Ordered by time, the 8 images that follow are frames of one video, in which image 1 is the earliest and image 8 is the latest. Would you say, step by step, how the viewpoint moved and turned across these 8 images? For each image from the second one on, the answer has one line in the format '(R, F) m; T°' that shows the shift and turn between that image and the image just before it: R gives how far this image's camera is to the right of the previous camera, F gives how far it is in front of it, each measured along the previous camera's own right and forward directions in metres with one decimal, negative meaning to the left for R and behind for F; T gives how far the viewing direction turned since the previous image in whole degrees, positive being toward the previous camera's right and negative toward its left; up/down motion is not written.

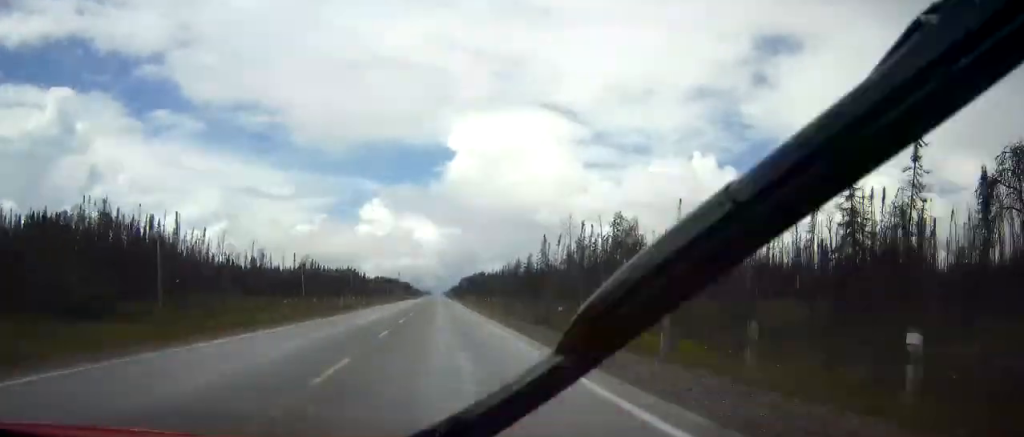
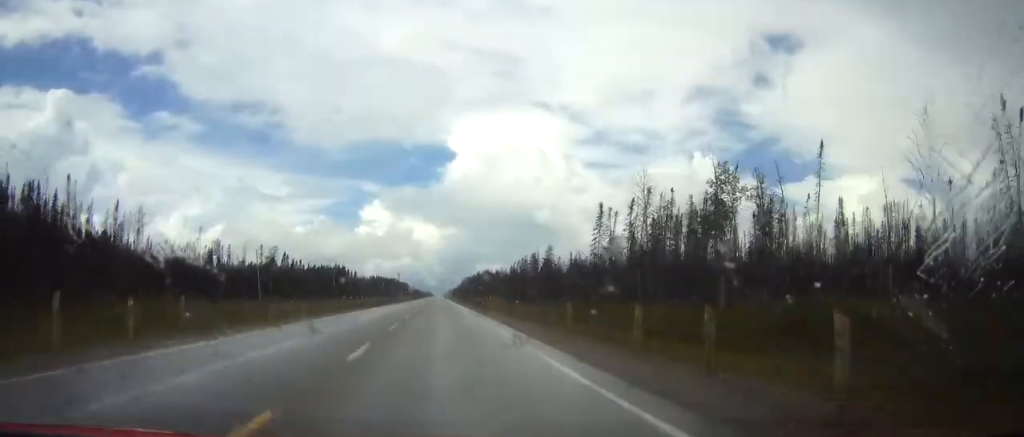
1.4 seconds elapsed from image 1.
(+0.2, +42.6) m; 0°
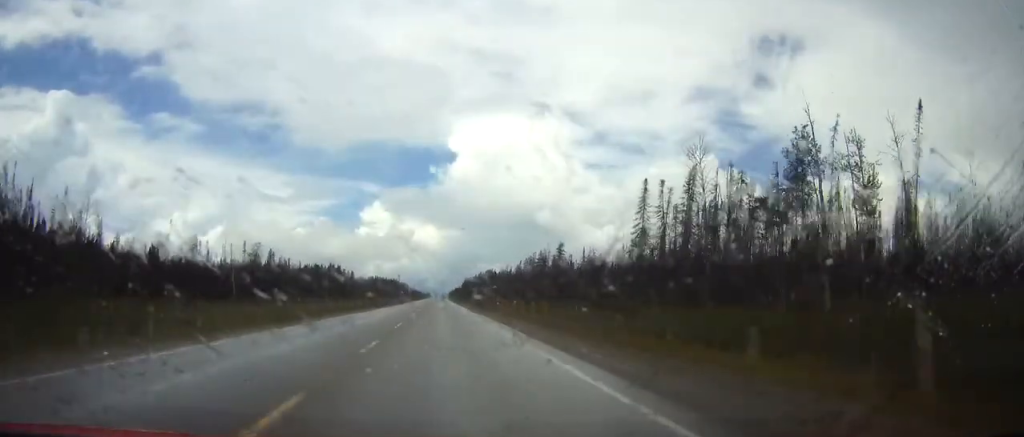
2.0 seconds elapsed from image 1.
(0.0, +16.9) m; 0°
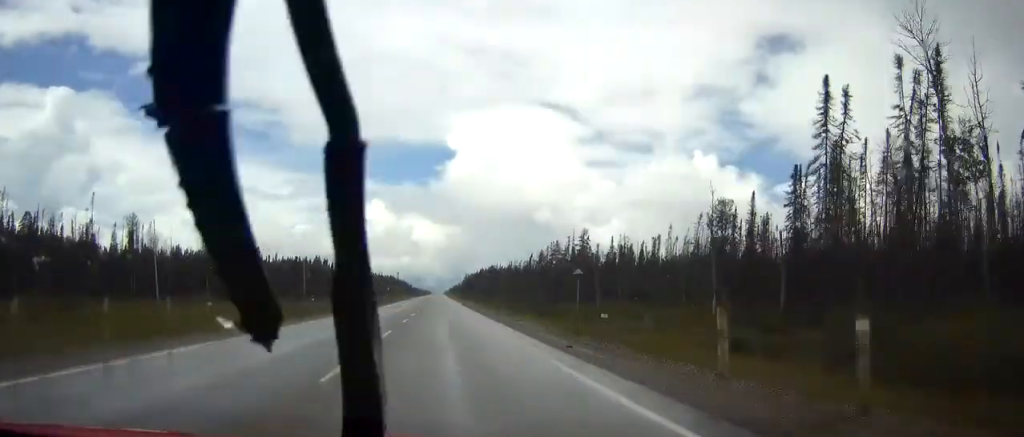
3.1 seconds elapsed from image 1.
(-0.1, +31.7) m; 0°
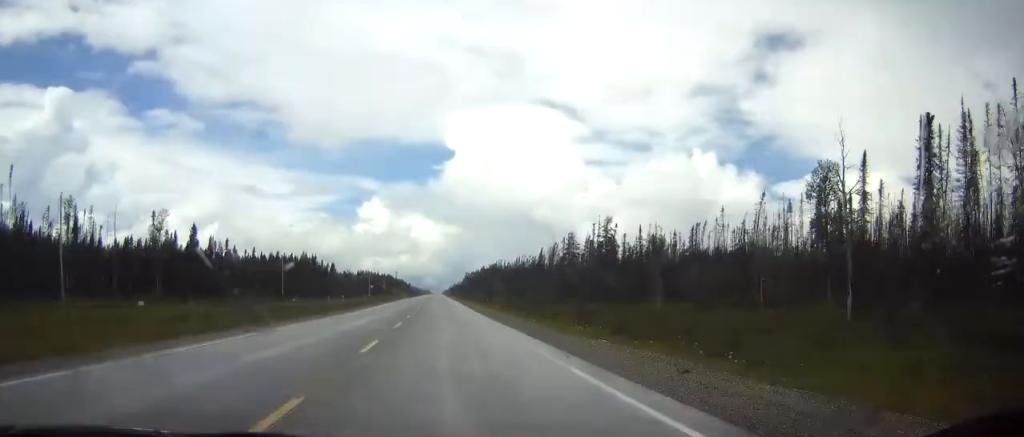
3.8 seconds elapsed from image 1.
(0.0, +22.8) m; 0°
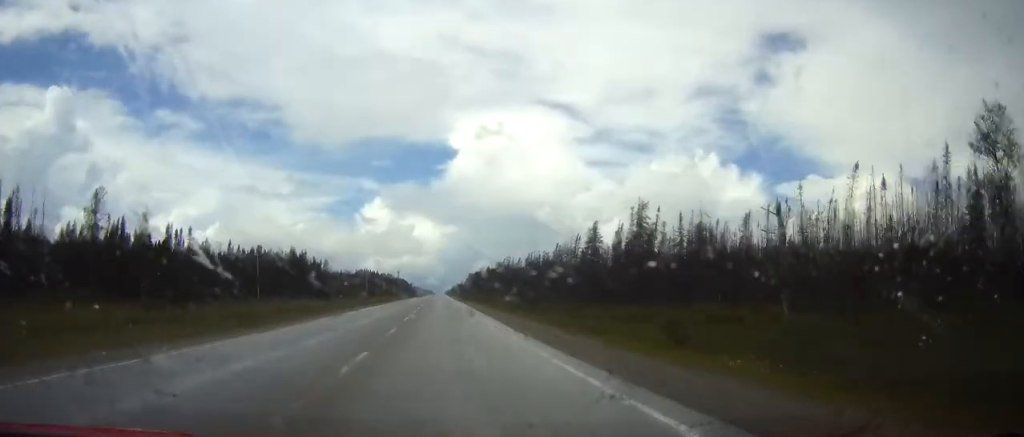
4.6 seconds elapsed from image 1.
(0.0, +21.9) m; 0°
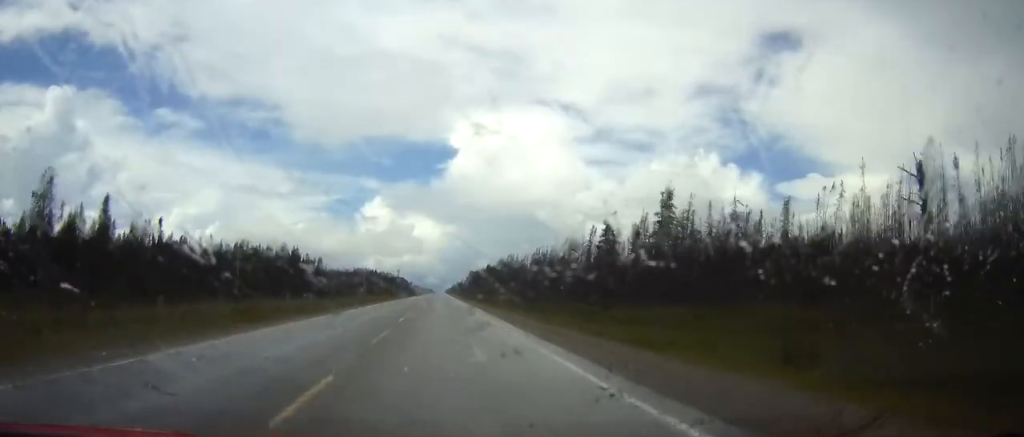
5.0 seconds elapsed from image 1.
(0.0, +12.9) m; 0°
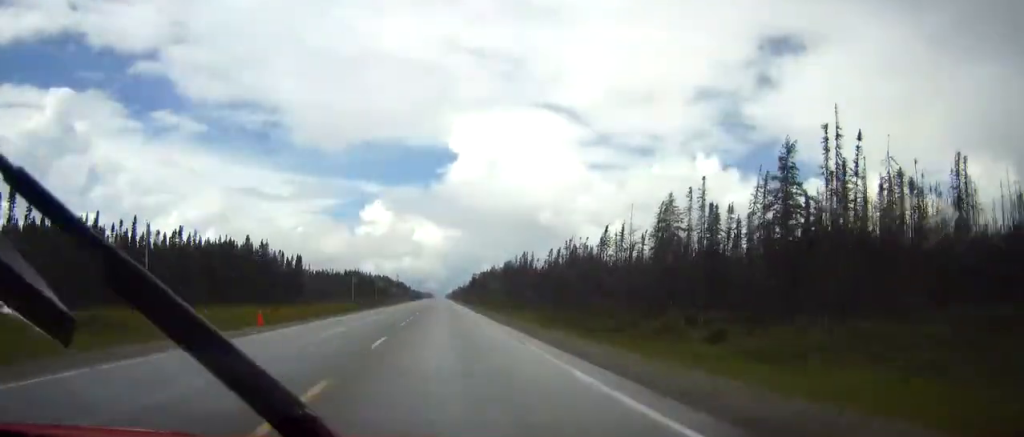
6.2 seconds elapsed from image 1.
(0.0, +36.8) m; 0°
